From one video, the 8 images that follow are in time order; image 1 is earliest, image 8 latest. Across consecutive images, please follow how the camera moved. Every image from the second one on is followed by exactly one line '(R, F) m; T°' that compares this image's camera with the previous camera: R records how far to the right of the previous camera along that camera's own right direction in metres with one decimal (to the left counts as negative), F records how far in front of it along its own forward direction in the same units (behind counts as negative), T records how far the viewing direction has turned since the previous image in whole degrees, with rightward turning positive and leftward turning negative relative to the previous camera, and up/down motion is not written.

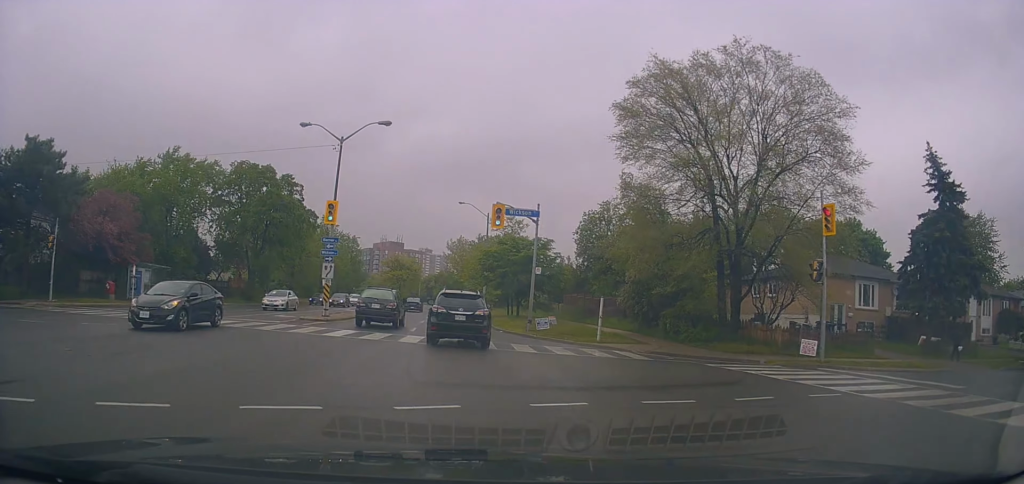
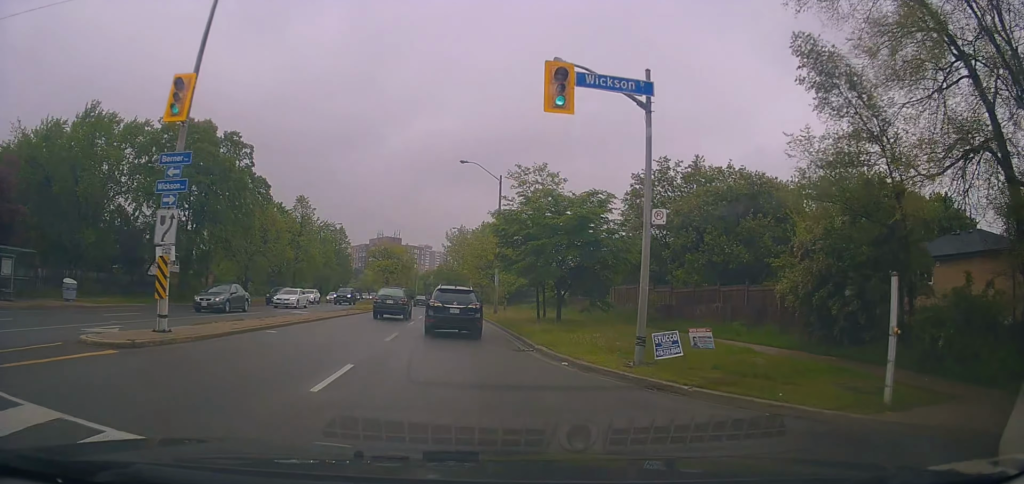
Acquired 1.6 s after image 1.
(+0.5, +15.2) m; +2°
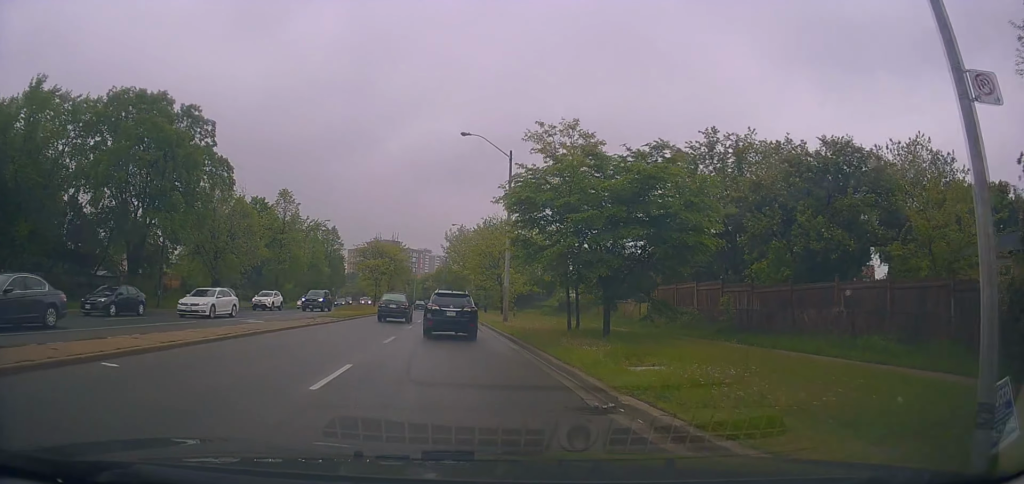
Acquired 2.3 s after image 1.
(+0.1, +7.8) m; -3°
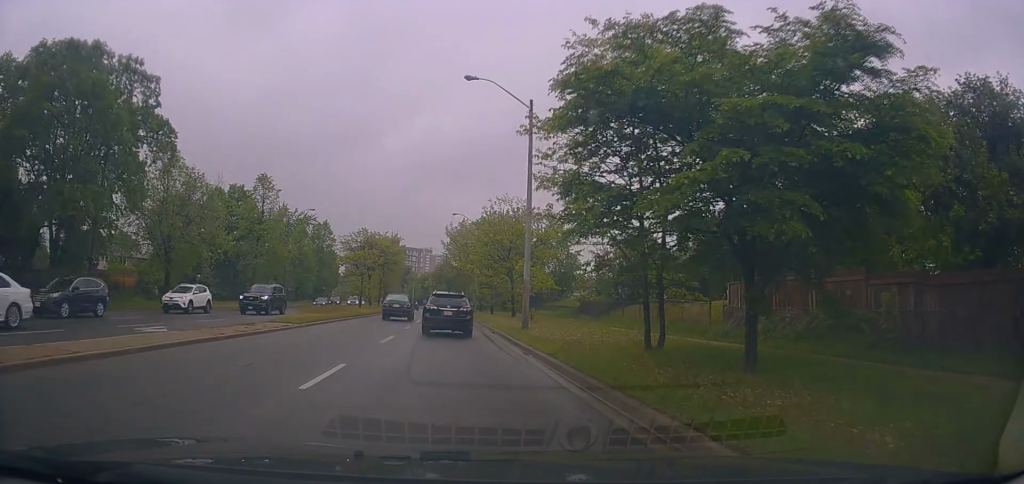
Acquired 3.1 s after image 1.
(-0.5, +8.5) m; 0°
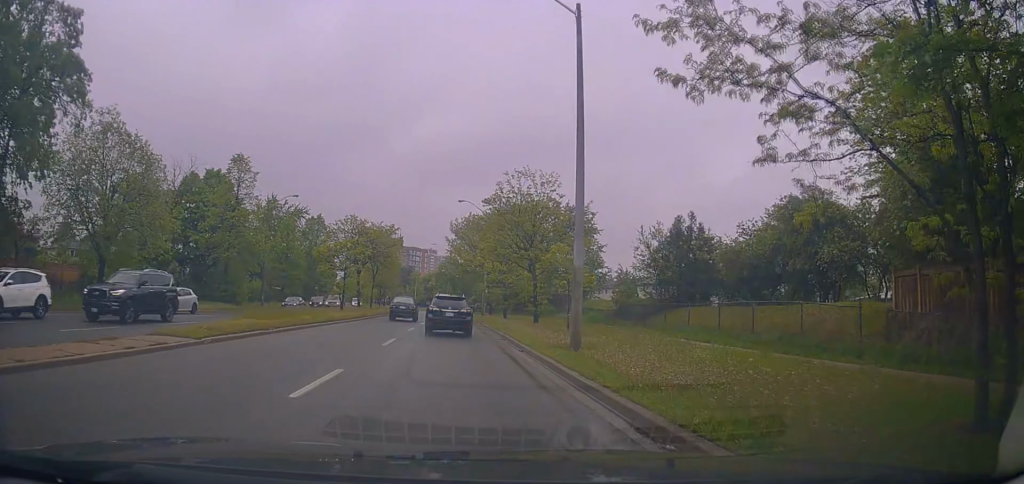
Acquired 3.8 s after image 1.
(+0.2, +9.1) m; +1°
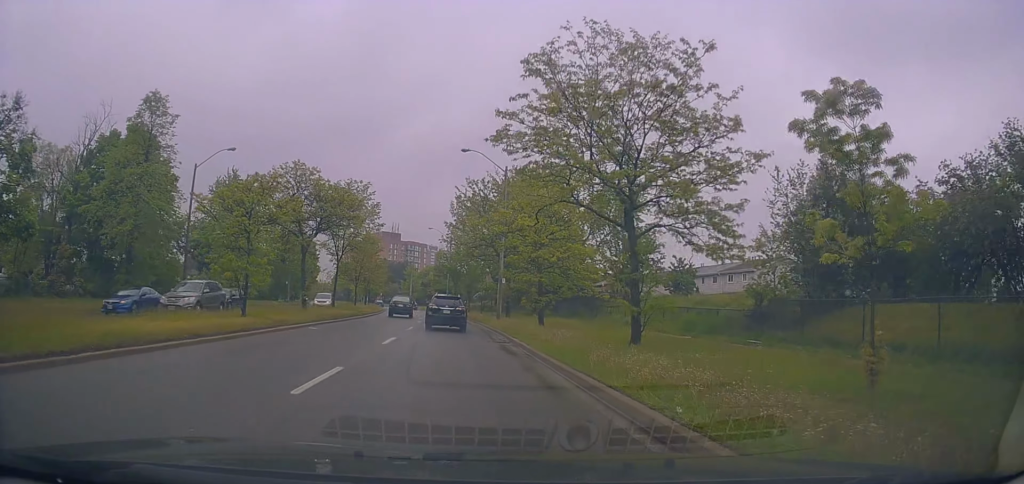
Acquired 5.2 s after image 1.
(+0.3, +17.7) m; 0°
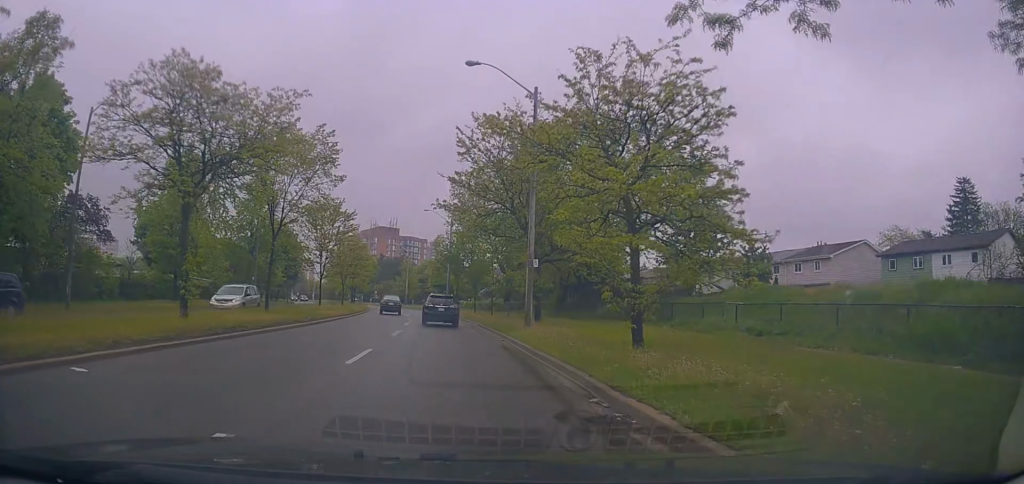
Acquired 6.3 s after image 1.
(0.0, +14.3) m; -2°
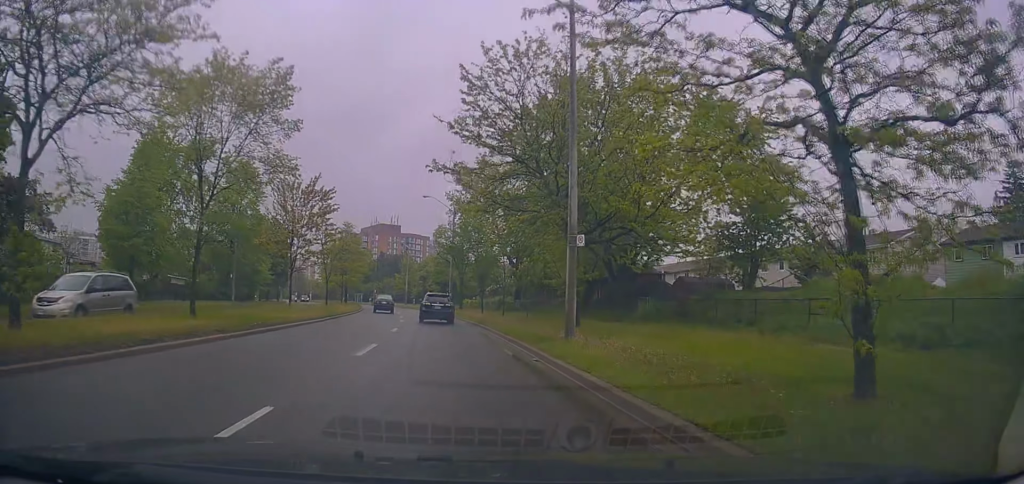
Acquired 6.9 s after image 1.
(-0.3, +7.5) m; 0°
